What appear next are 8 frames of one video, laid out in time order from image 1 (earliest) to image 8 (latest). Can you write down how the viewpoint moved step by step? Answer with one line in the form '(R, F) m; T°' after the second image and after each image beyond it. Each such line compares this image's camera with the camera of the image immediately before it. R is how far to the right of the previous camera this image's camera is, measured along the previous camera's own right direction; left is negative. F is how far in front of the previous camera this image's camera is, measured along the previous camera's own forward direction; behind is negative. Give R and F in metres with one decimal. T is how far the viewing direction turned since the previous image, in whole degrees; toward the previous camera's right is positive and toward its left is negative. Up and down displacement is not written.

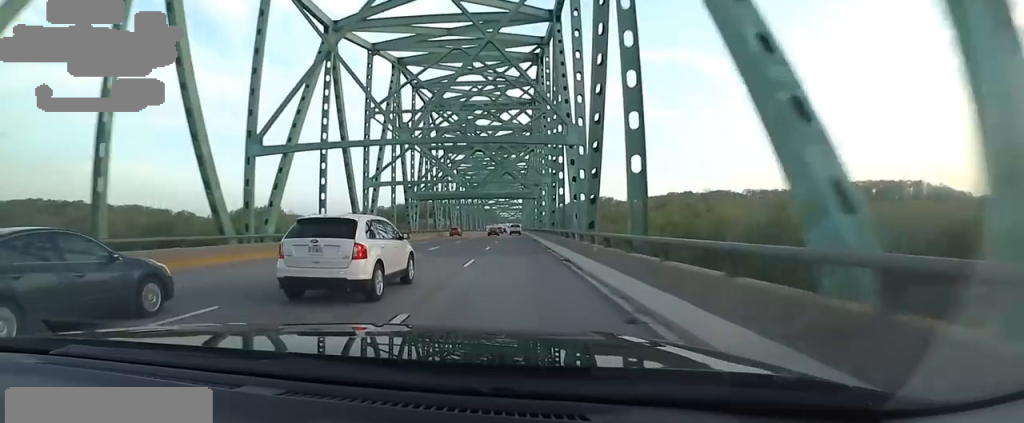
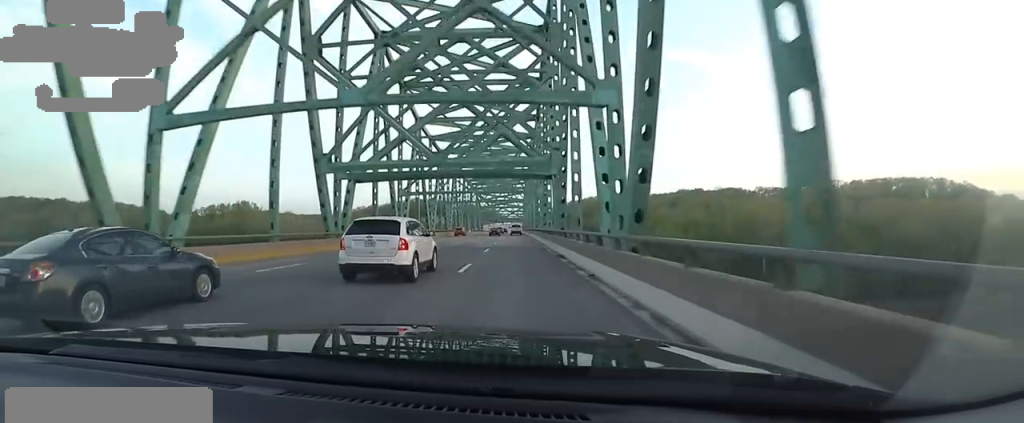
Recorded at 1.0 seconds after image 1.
(+0.4, +25.3) m; +1°
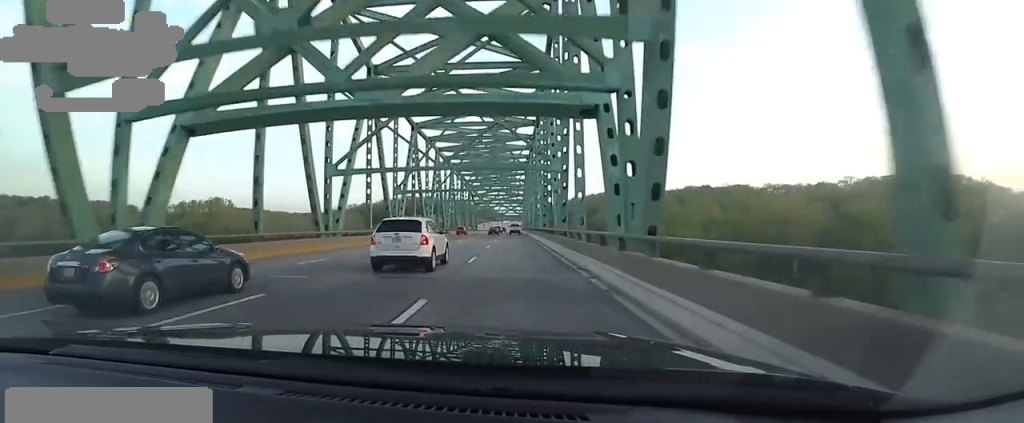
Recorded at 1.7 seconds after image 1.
(+0.2, +20.4) m; +1°
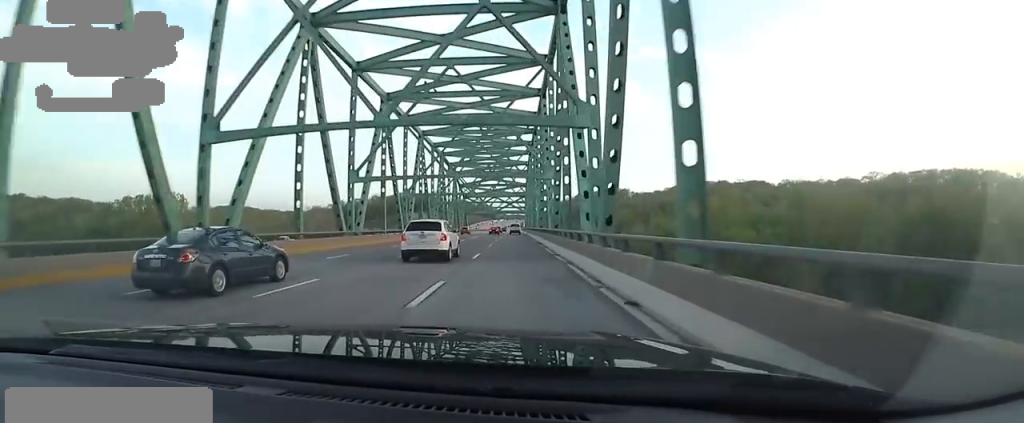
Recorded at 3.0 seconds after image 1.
(+0.1, +33.5) m; -1°
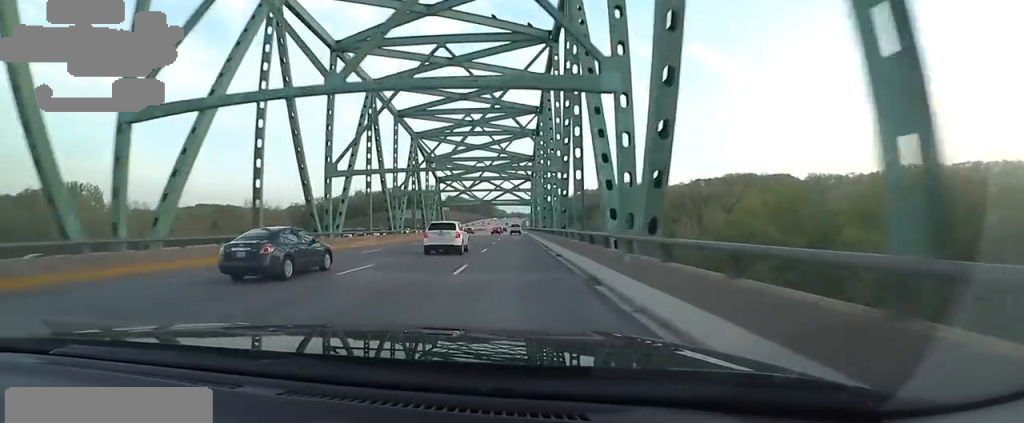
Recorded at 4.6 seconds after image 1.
(-1.1, +44.3) m; -1°
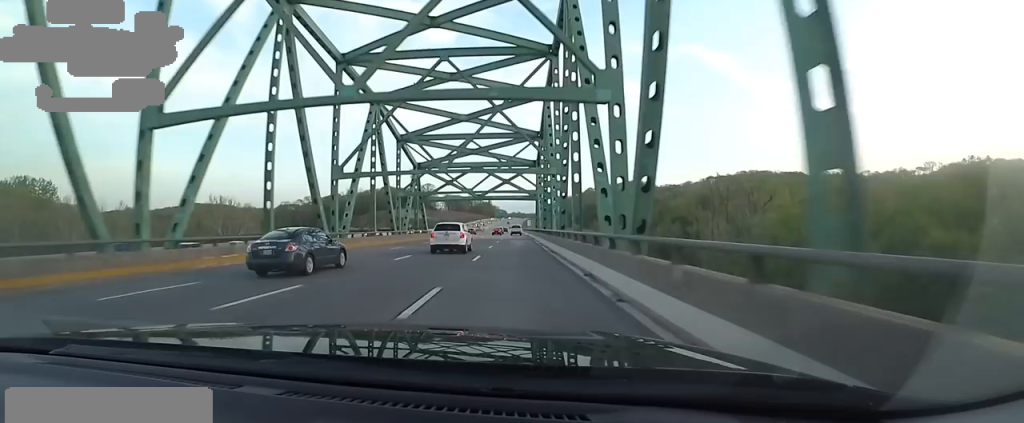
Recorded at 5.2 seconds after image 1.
(+0.2, +18.4) m; +1°
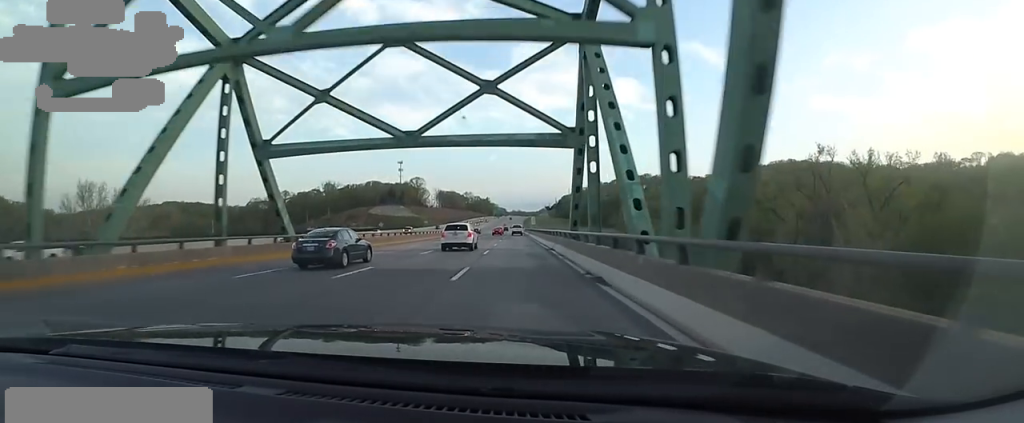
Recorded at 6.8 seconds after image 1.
(+0.4, +43.6) m; 0°
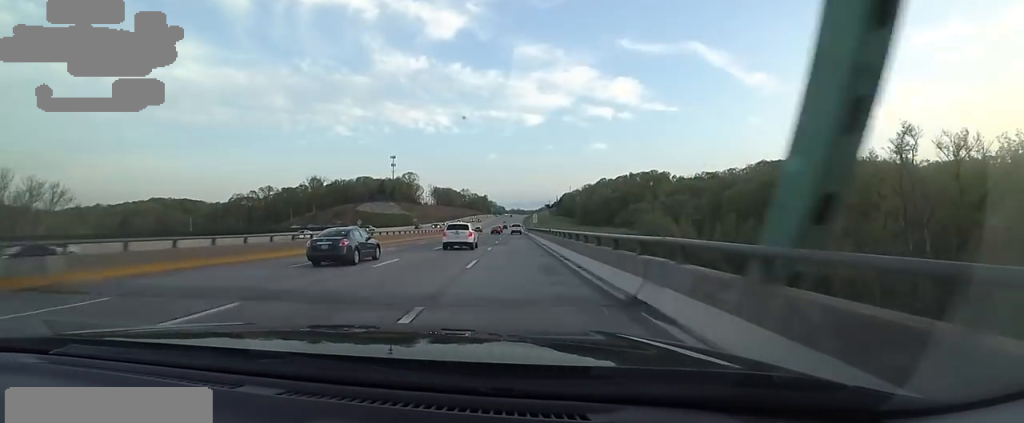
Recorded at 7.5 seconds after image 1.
(-0.1, +20.8) m; 0°
